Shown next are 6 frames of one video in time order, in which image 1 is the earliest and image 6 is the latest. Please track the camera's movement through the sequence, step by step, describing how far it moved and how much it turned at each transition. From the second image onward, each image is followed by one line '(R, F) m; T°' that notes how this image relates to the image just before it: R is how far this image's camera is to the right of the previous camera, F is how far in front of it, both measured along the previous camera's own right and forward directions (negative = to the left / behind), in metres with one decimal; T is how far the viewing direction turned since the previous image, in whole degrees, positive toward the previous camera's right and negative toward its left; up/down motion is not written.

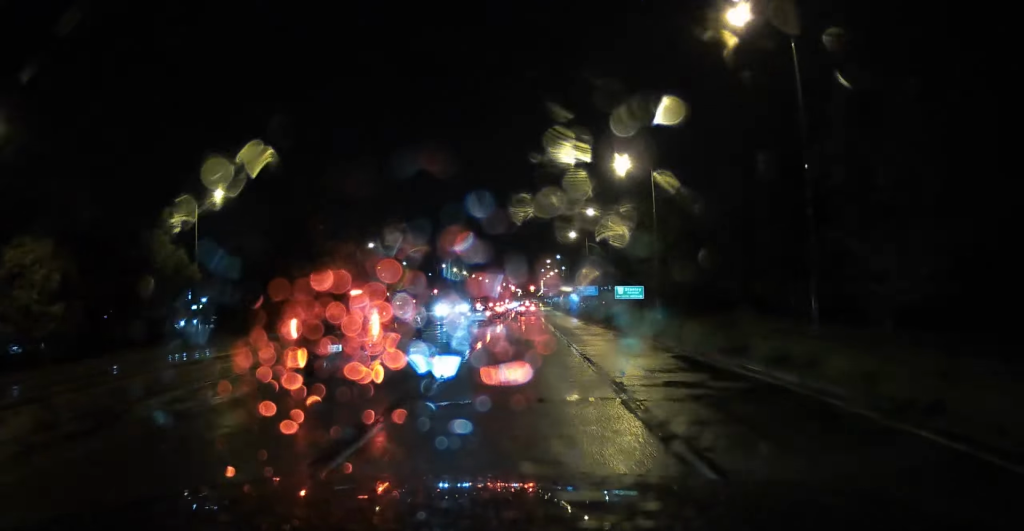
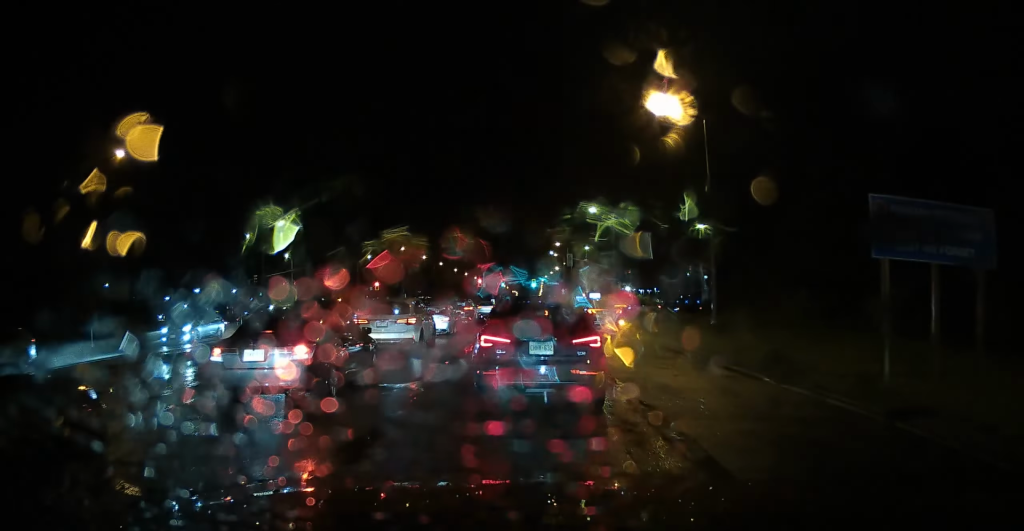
(-1.3, +68.2) m; -1°
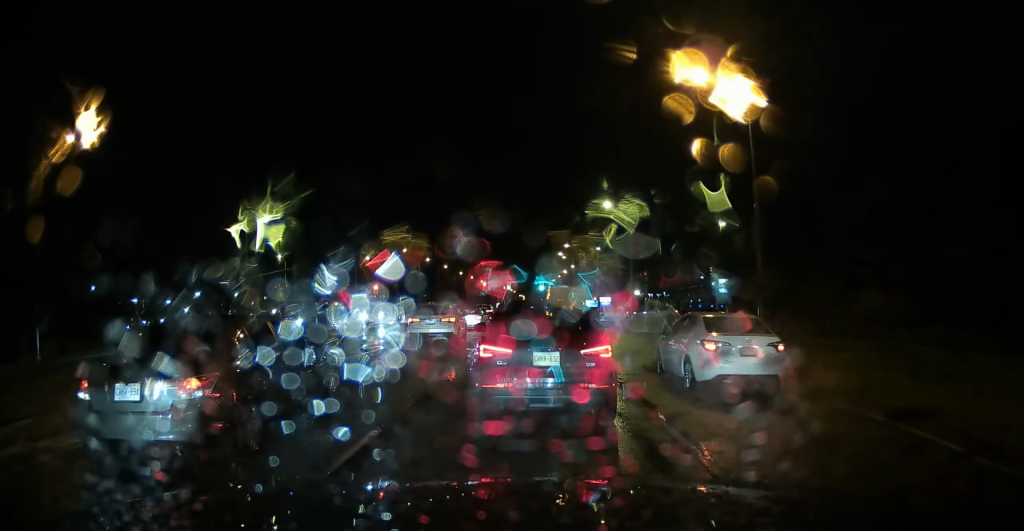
(+0.4, +21.6) m; +1°
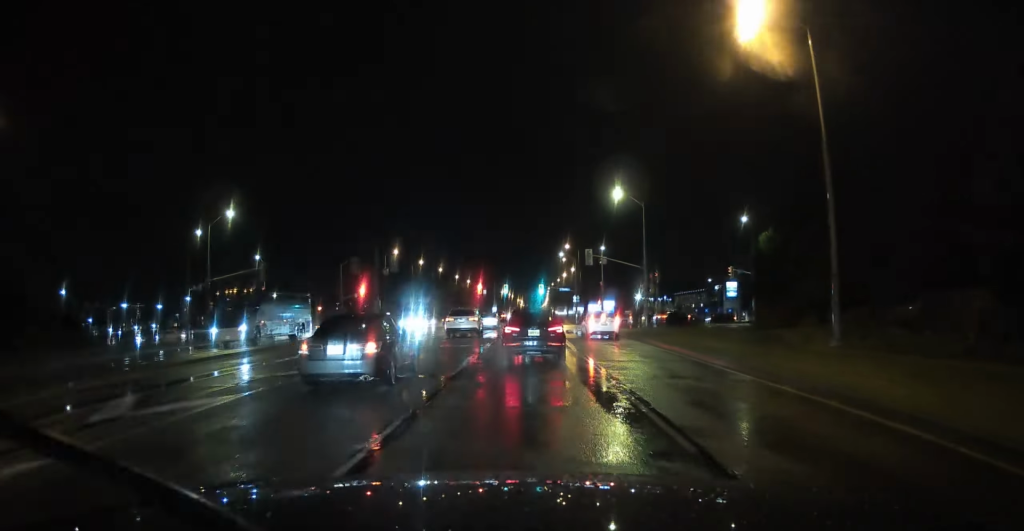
(+0.2, +18.4) m; +1°
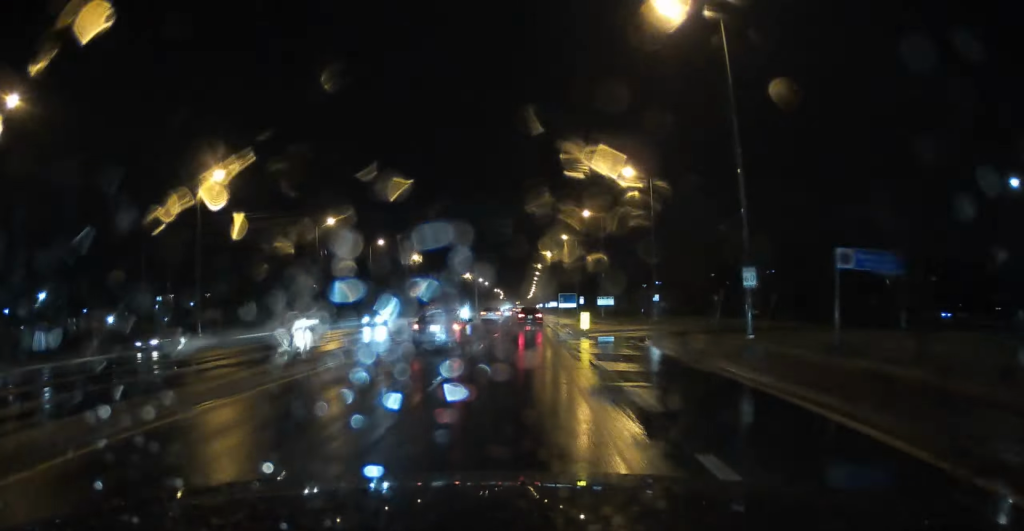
(+2.2, +138.2) m; +1°
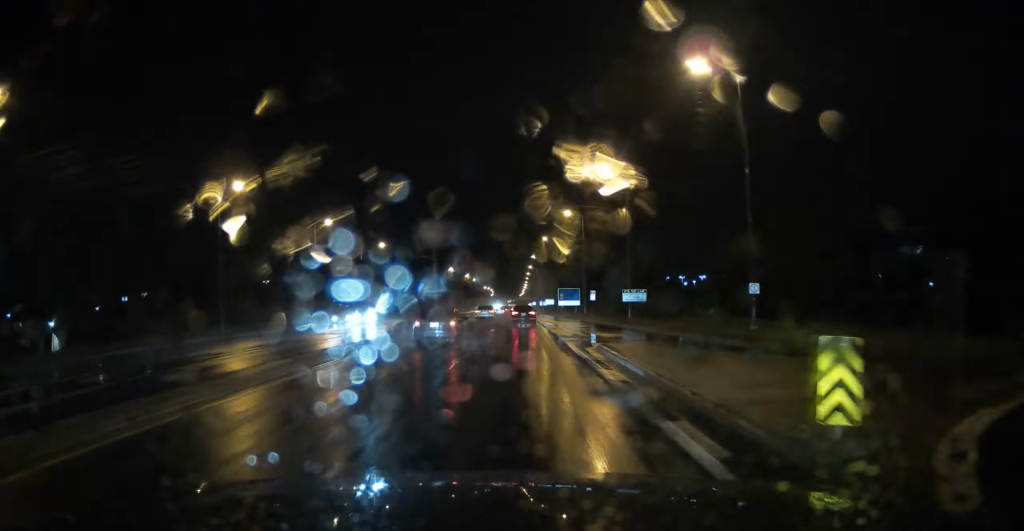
(+0.2, +30.3) m; 0°
